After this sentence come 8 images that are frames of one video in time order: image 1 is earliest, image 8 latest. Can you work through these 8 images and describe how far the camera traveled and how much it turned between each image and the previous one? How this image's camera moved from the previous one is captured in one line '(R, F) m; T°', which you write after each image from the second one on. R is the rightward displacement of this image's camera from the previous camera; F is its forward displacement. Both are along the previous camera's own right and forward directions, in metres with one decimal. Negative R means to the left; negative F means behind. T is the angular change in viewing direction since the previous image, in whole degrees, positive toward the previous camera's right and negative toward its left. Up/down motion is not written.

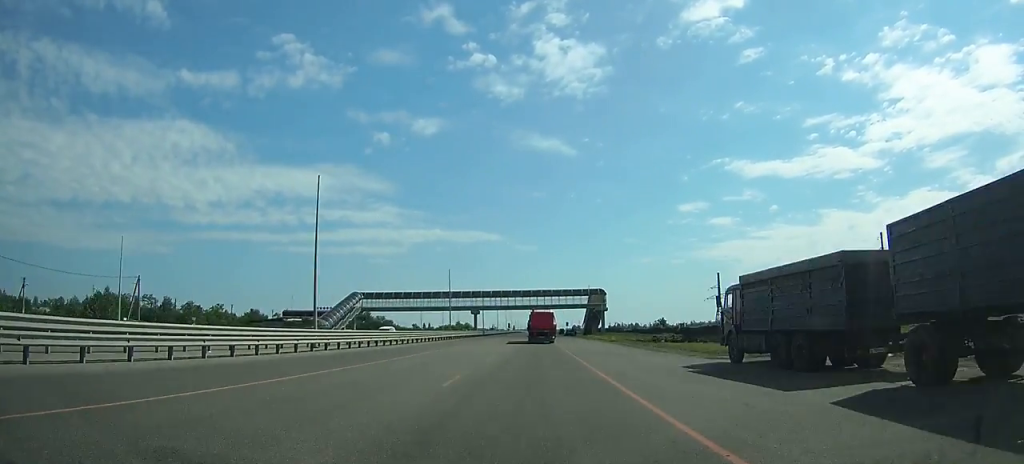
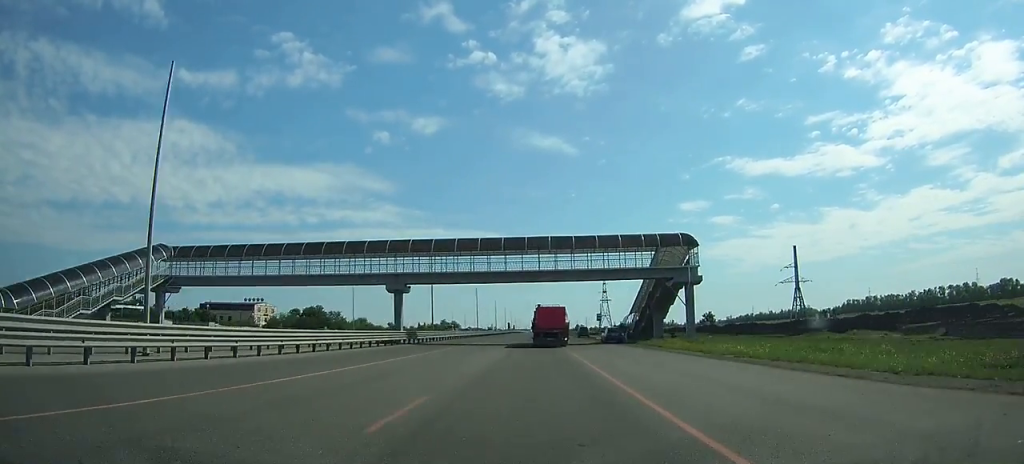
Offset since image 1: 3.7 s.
(-0.2, +68.4) m; 0°
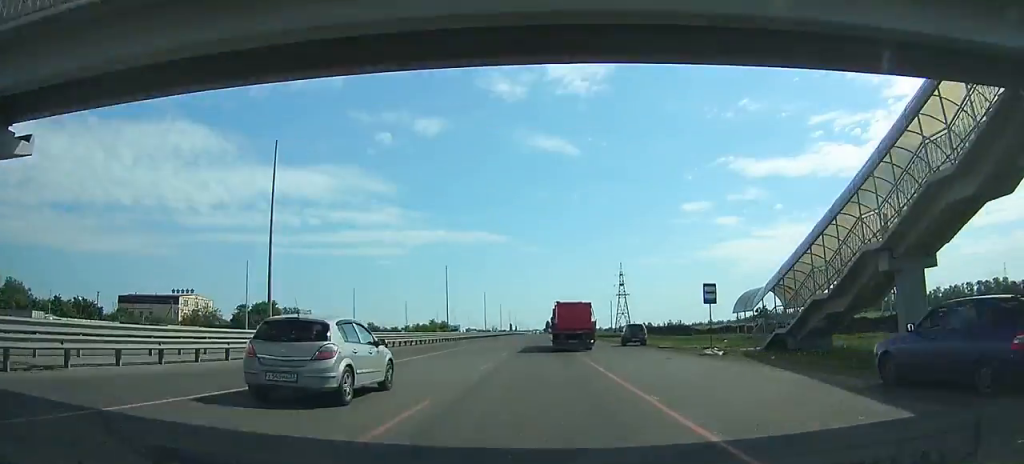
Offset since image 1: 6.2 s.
(0.0, +45.2) m; 0°
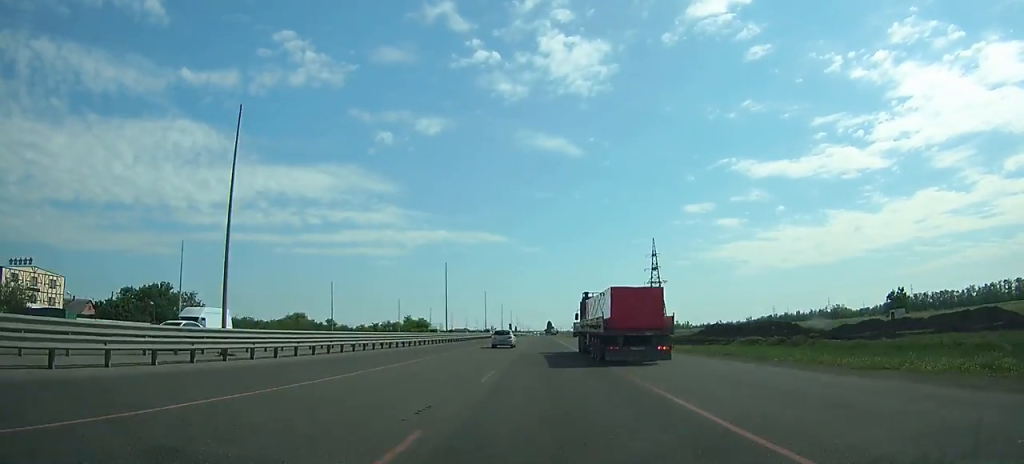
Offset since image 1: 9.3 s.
(+0.1, +59.3) m; 0°
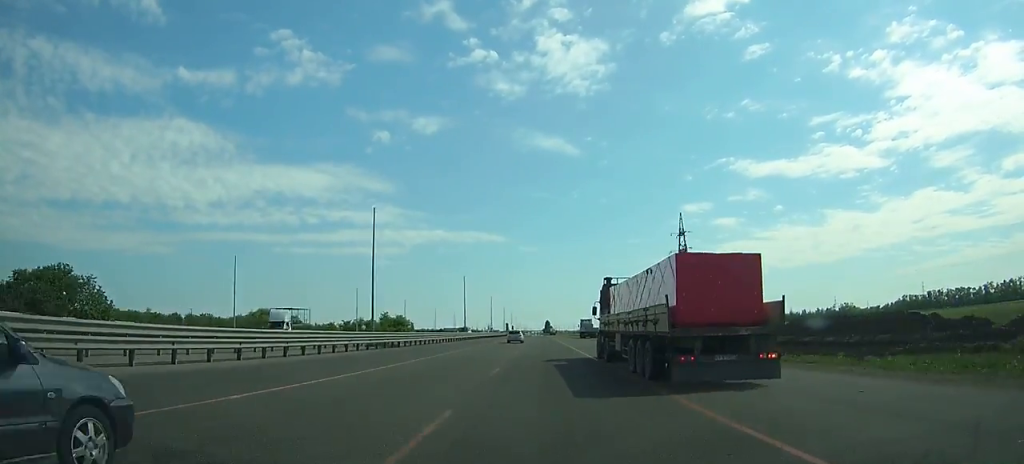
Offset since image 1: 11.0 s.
(+0.1, +33.5) m; 0°
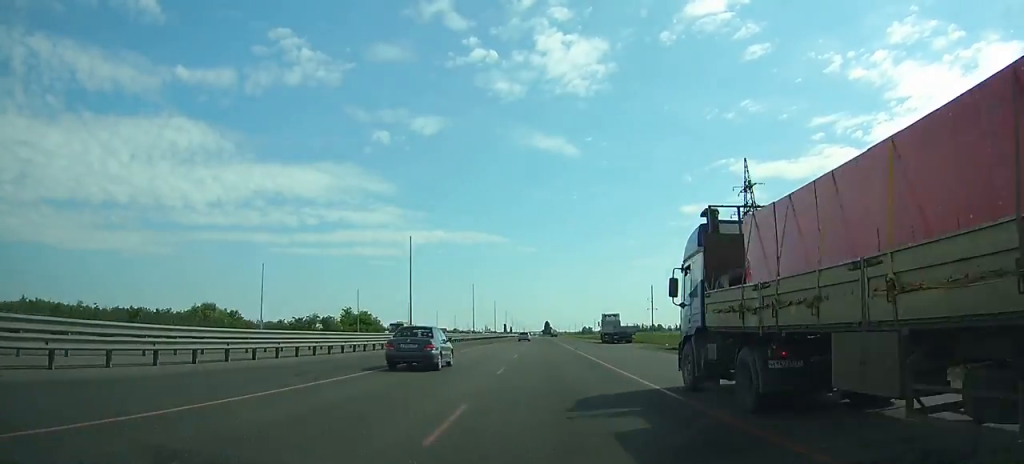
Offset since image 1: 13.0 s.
(0.0, +39.8) m; 0°
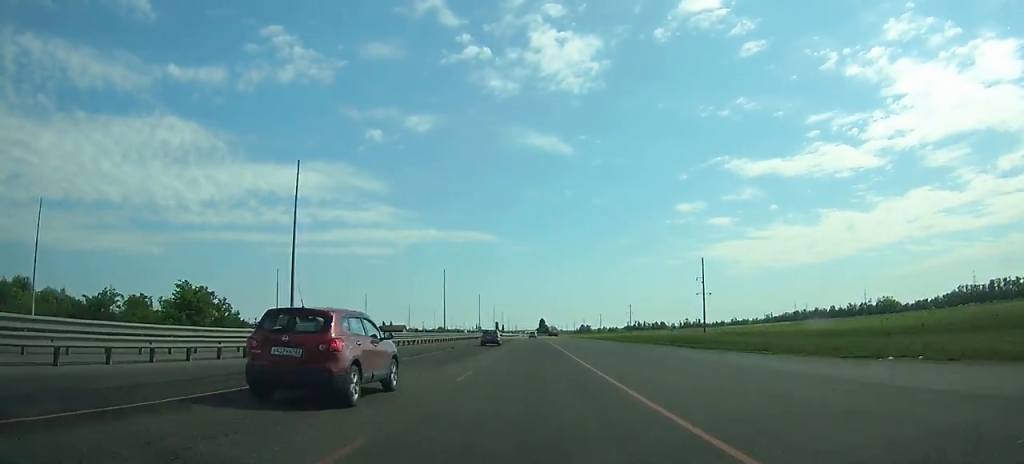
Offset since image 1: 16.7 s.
(+0.2, +77.3) m; 0°
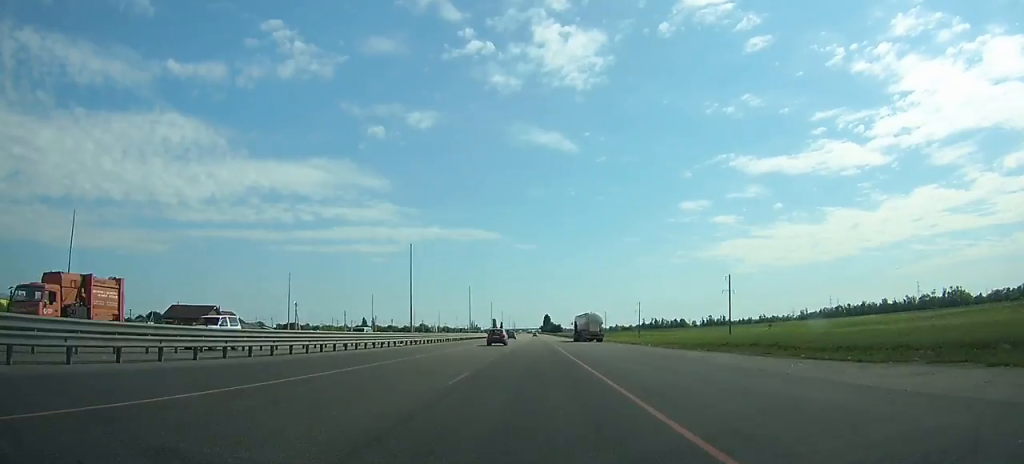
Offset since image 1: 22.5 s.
(-0.6, +133.6) m; 0°
